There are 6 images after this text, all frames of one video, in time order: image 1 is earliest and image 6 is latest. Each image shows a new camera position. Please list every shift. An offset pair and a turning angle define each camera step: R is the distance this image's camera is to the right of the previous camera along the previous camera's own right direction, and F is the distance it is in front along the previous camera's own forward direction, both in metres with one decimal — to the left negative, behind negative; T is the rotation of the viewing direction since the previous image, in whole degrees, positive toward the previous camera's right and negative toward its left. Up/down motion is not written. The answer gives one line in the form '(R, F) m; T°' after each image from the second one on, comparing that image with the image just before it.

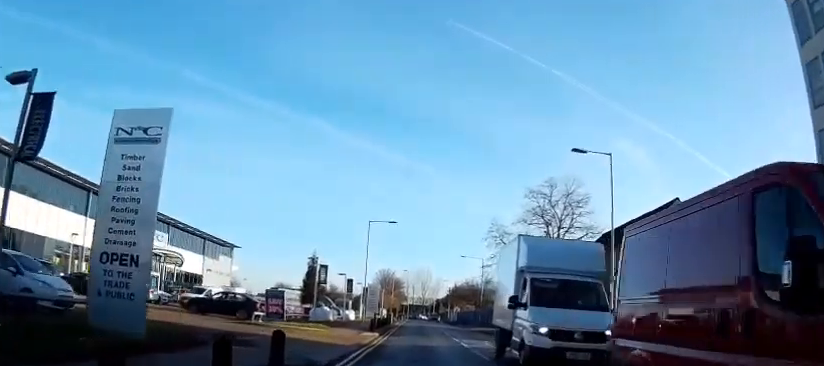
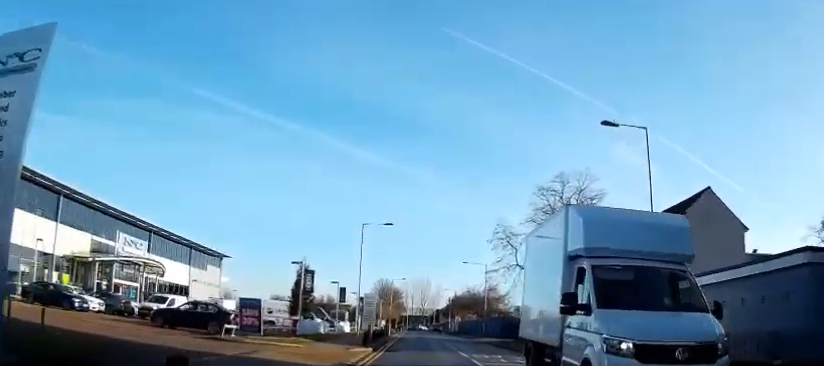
(0.0, +4.8) m; 0°
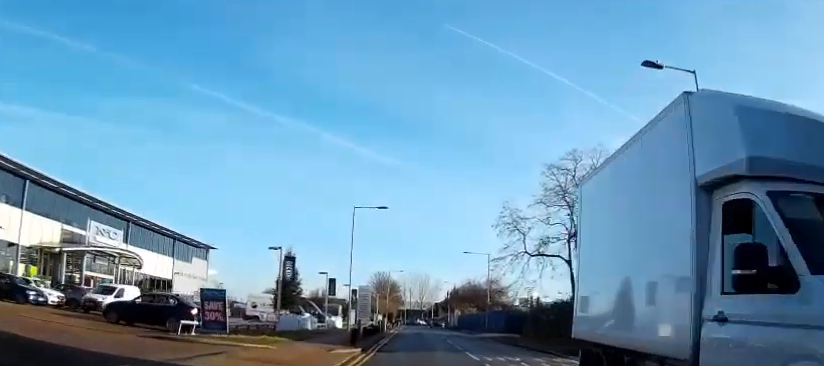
(0.0, +4.8) m; -1°
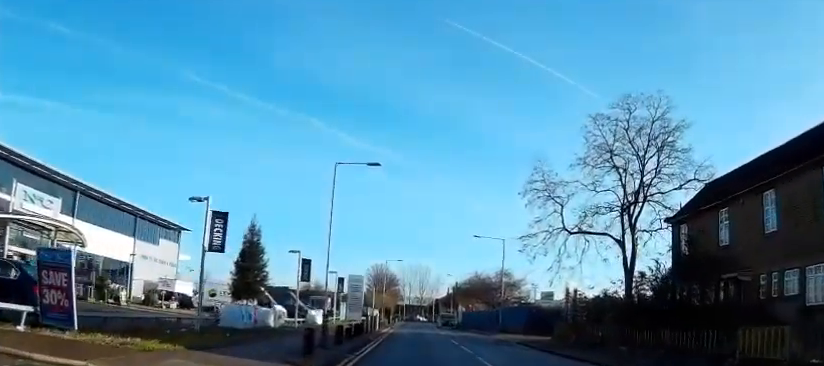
(-0.2, +10.8) m; -2°
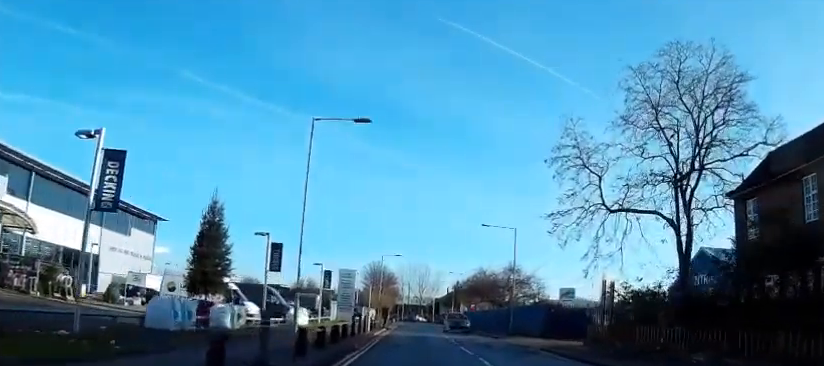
(-0.1, +6.9) m; -1°
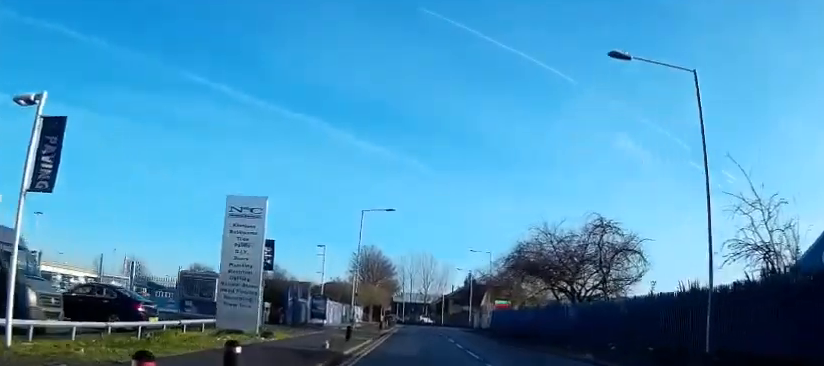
(0.0, +31.5) m; 0°
